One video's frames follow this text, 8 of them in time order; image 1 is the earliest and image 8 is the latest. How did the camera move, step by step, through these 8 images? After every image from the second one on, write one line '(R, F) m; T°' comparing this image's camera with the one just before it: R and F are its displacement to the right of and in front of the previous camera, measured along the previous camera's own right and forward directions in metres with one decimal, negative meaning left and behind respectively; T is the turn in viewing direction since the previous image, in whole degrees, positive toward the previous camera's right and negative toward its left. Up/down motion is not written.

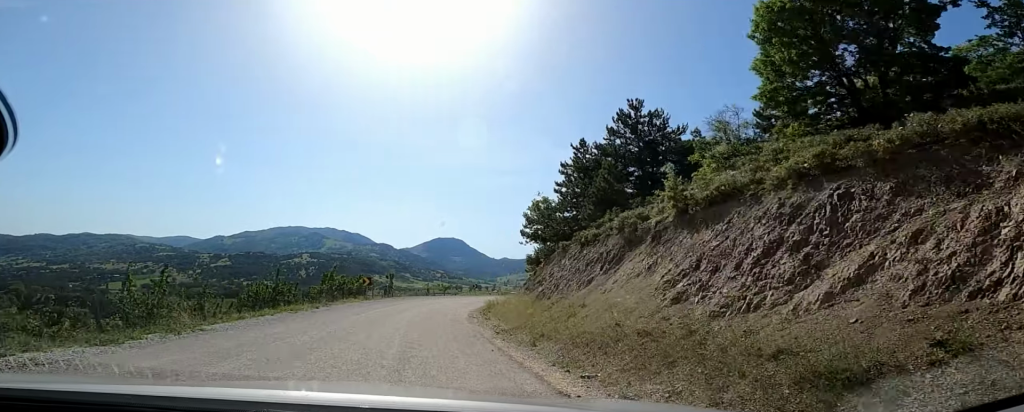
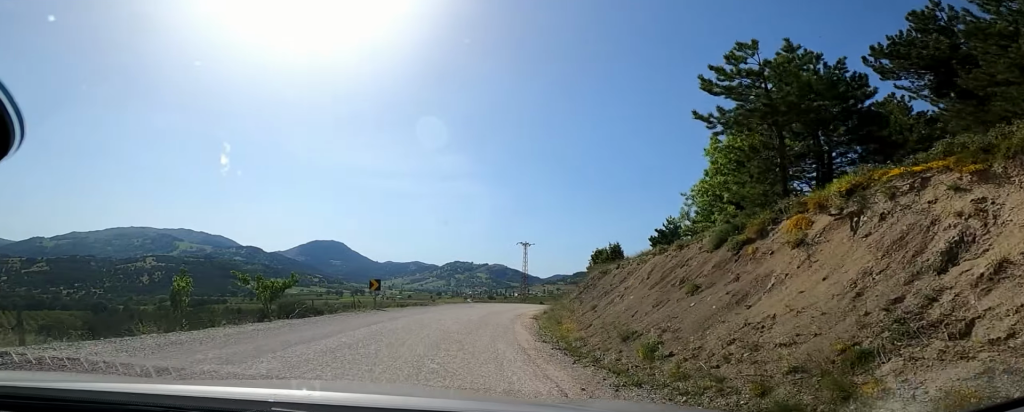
(+1.4, +36.2) m; -1°
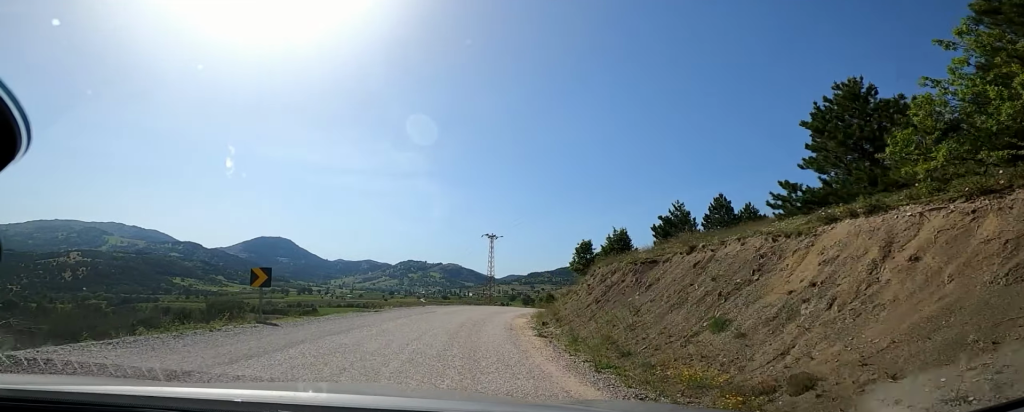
(-0.3, +9.6) m; 0°
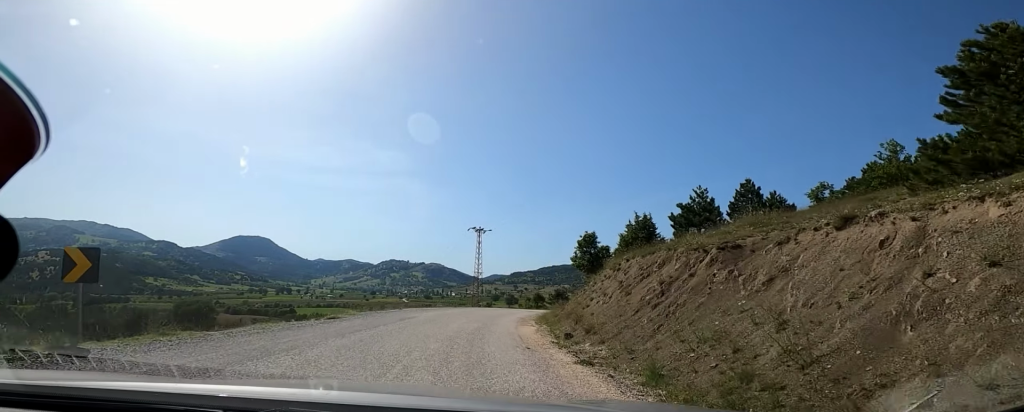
(+0.7, +5.8) m; 0°
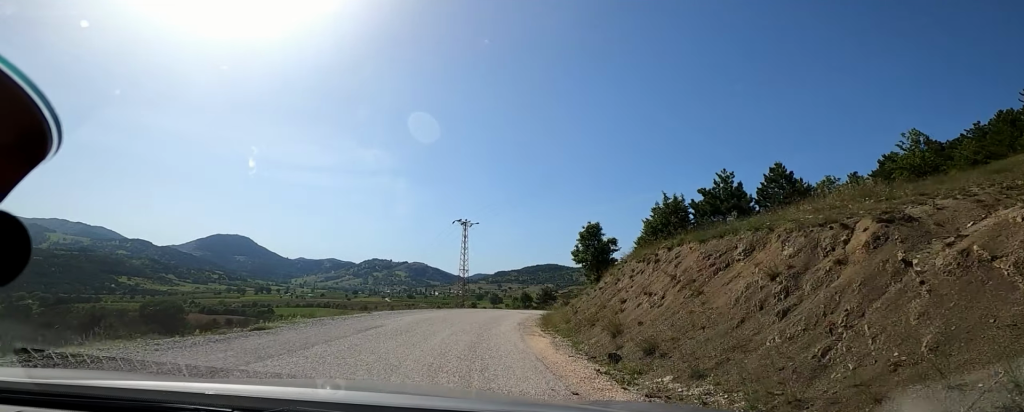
(0.0, +5.0) m; 0°
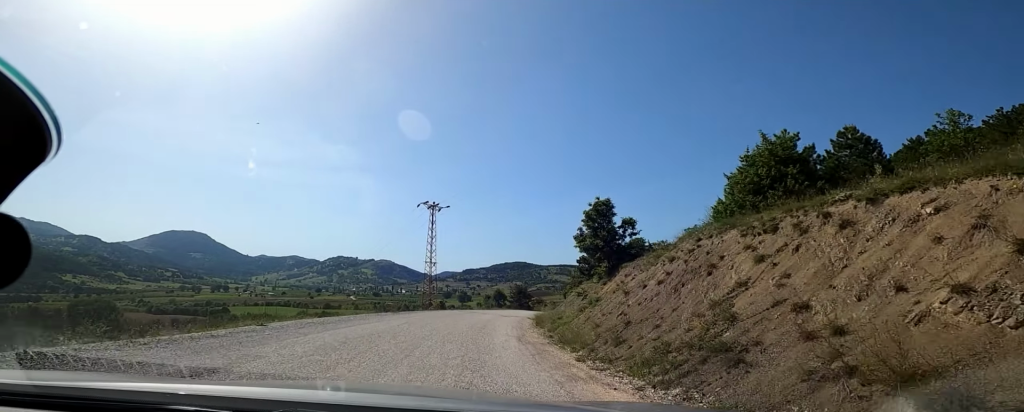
(-1.0, +8.2) m; 0°
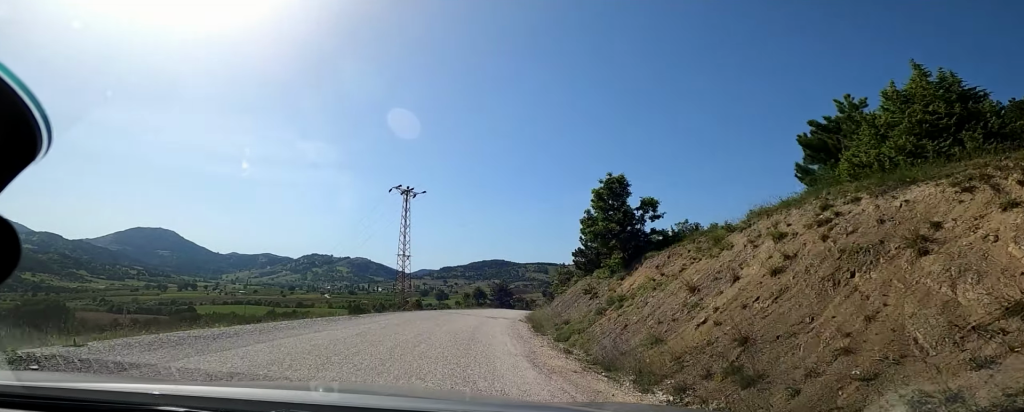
(+0.3, +4.9) m; +2°
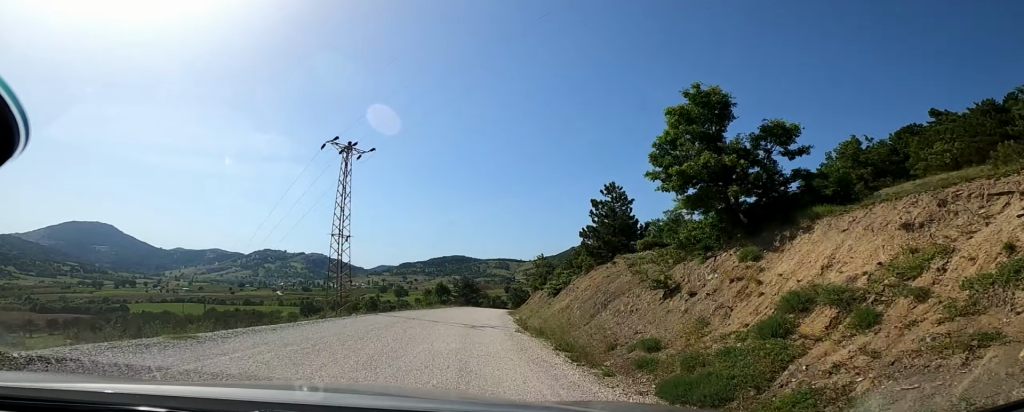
(+0.8, +9.3) m; +4°
